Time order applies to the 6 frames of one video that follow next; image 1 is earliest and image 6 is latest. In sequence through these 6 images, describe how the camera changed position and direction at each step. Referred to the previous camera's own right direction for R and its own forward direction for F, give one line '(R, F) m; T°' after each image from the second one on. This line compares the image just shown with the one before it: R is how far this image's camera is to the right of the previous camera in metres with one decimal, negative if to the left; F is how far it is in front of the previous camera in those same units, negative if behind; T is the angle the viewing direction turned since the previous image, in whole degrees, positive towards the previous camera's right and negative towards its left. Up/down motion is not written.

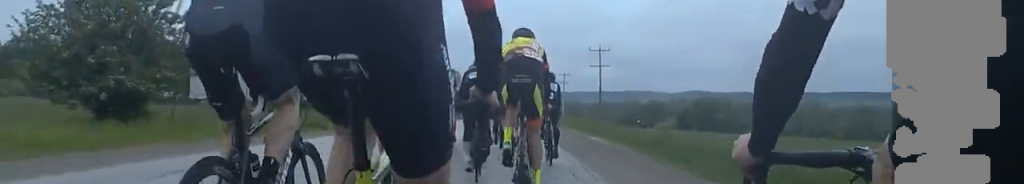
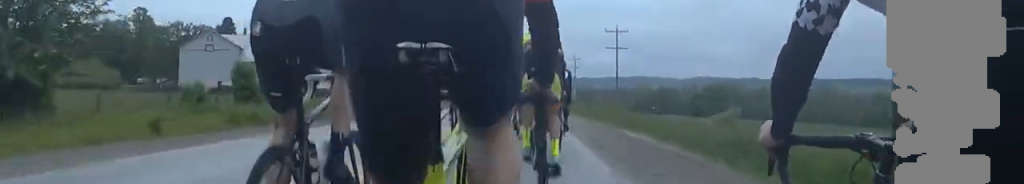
(0.0, +7.5) m; 0°
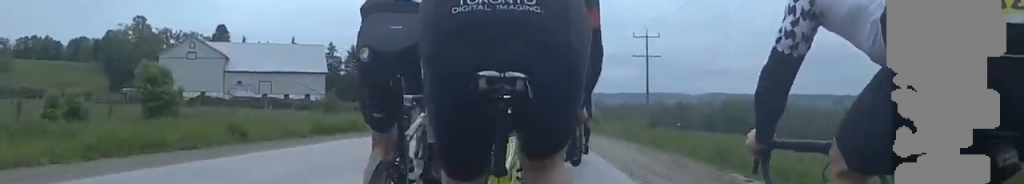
(0.0, +12.0) m; 0°
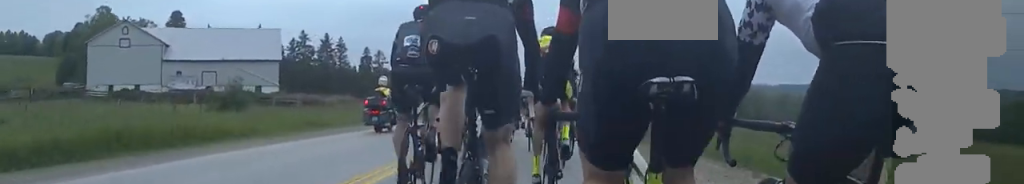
(0.0, +15.8) m; +2°
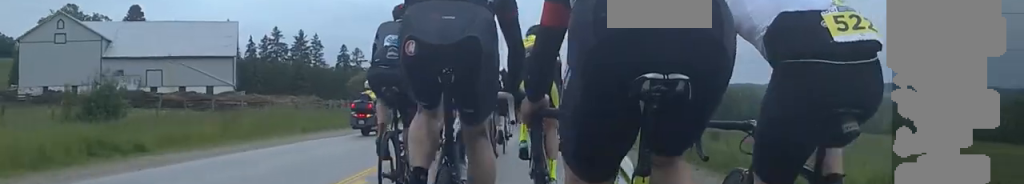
(+0.5, +11.0) m; +2°
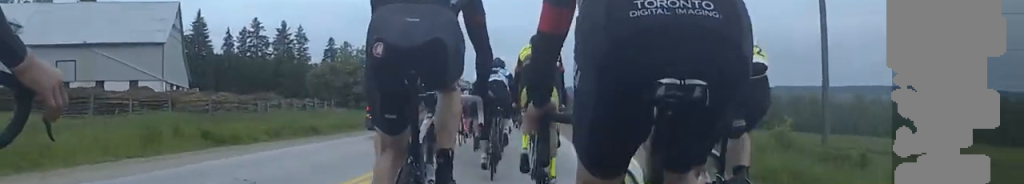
(-0.7, +18.4) m; -5°
